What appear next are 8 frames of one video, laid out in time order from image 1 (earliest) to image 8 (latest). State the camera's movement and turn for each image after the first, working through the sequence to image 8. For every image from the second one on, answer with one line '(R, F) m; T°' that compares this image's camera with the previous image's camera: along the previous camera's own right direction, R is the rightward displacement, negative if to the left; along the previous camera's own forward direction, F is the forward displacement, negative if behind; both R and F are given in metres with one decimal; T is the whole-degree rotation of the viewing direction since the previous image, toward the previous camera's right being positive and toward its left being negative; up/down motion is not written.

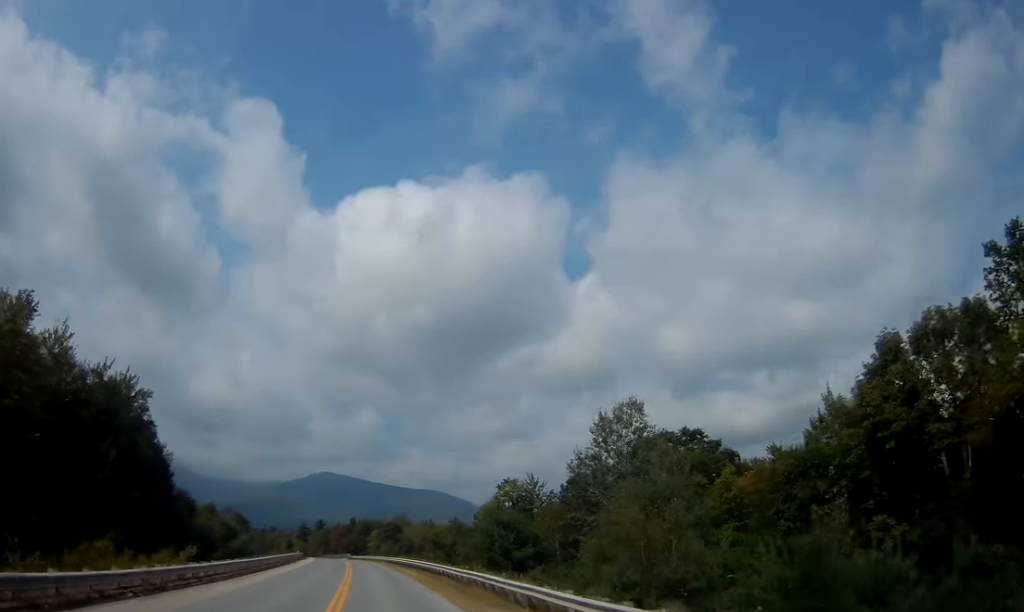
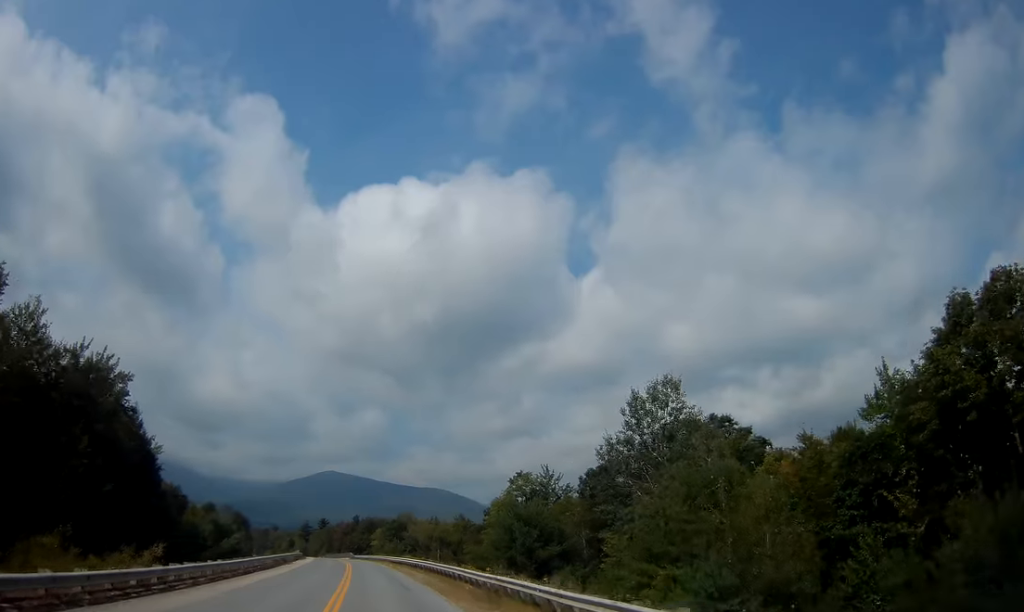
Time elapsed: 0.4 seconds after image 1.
(-0.1, +6.2) m; 0°
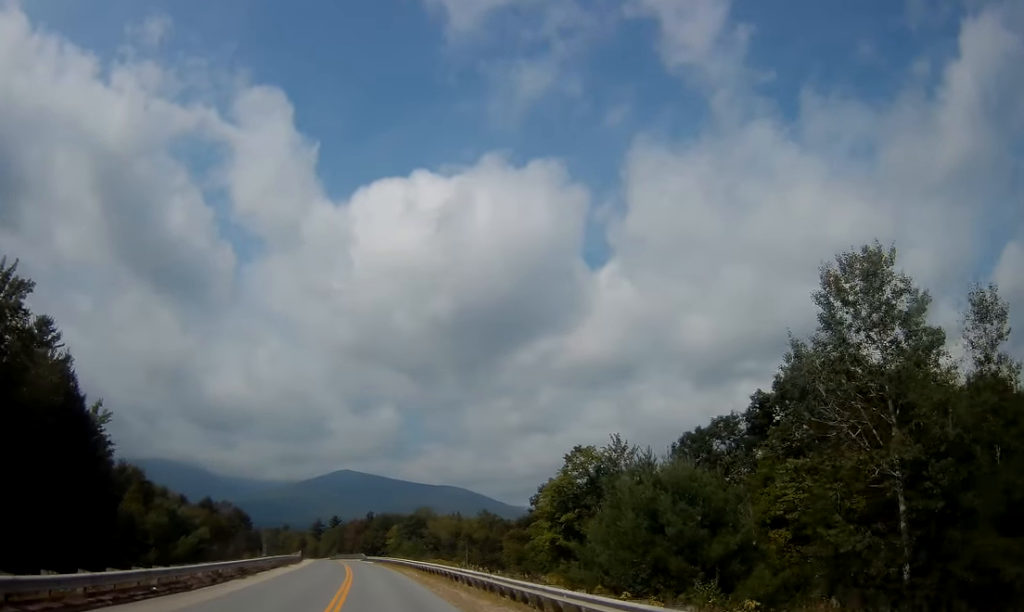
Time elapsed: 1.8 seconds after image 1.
(+0.5, +21.3) m; 0°
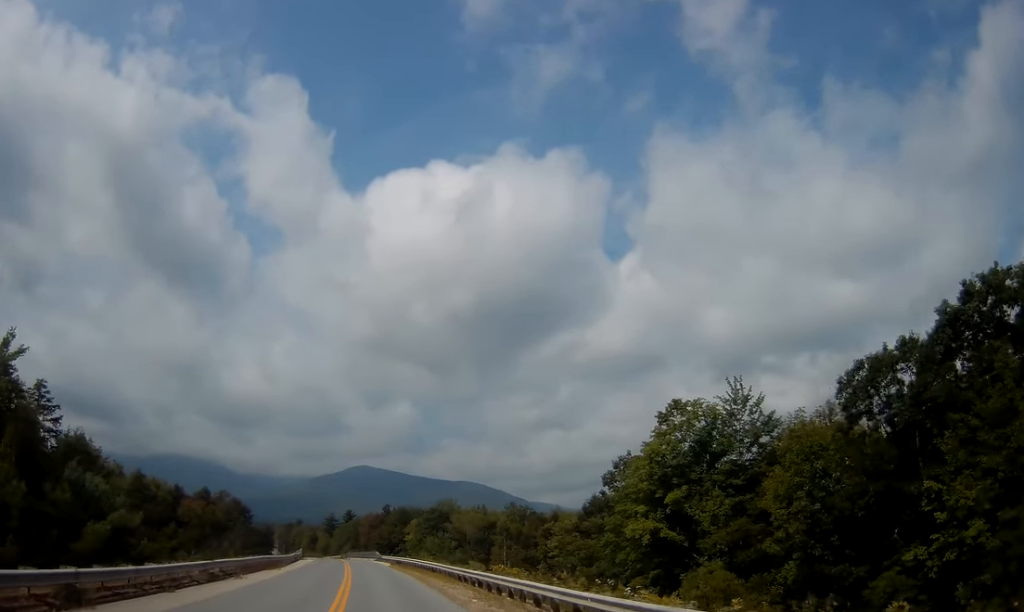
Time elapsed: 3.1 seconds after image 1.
(-0.8, +20.3) m; -3°
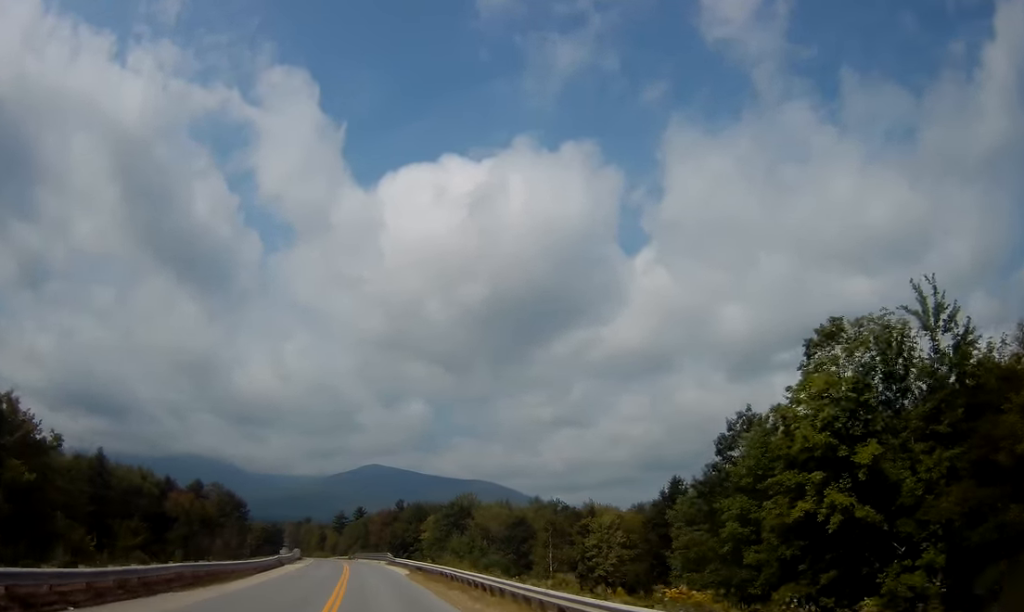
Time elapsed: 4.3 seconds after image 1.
(+0.3, +18.2) m; 0°
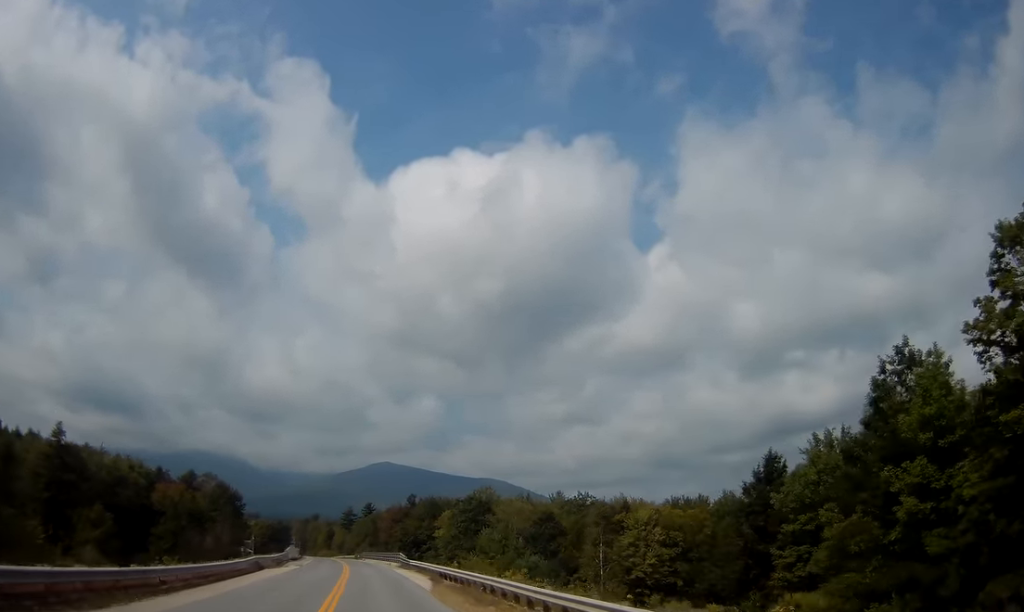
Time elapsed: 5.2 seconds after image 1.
(-0.4, +13.6) m; 0°
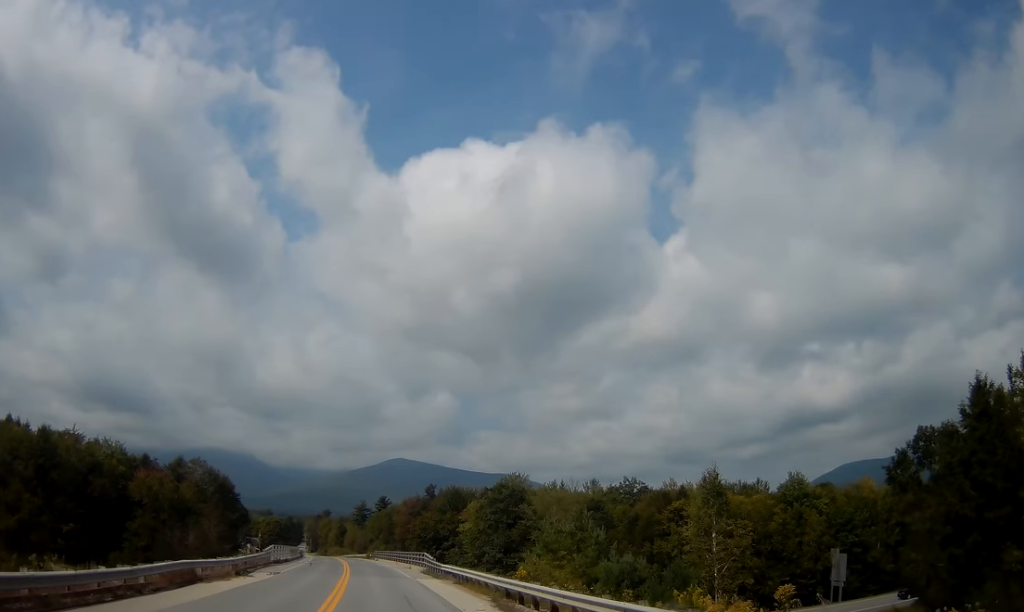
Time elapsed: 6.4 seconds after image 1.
(+0.3, +18.2) m; 0°
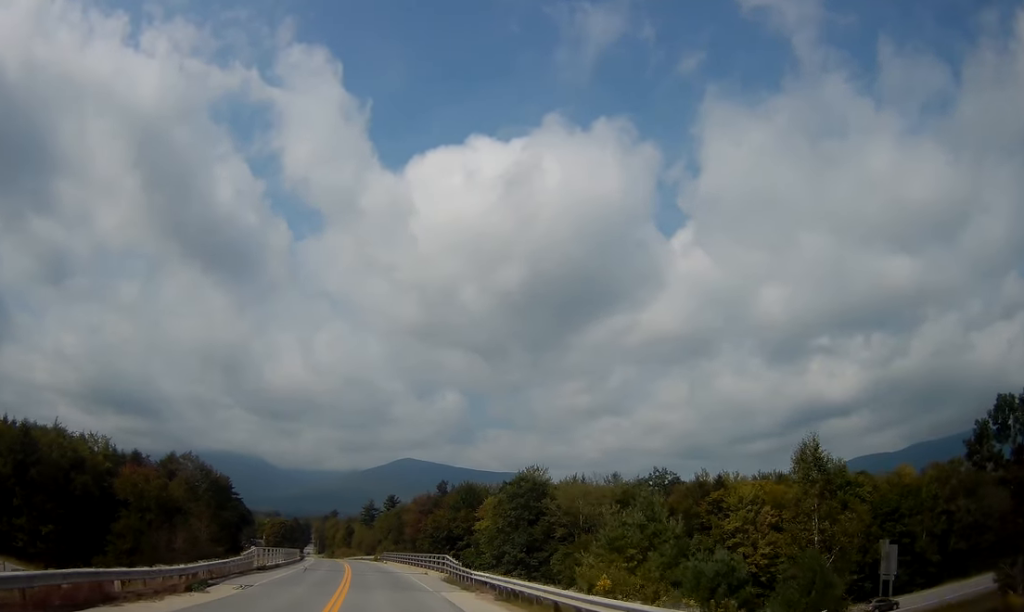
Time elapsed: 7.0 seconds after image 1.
(-0.2, +9.6) m; -2°
